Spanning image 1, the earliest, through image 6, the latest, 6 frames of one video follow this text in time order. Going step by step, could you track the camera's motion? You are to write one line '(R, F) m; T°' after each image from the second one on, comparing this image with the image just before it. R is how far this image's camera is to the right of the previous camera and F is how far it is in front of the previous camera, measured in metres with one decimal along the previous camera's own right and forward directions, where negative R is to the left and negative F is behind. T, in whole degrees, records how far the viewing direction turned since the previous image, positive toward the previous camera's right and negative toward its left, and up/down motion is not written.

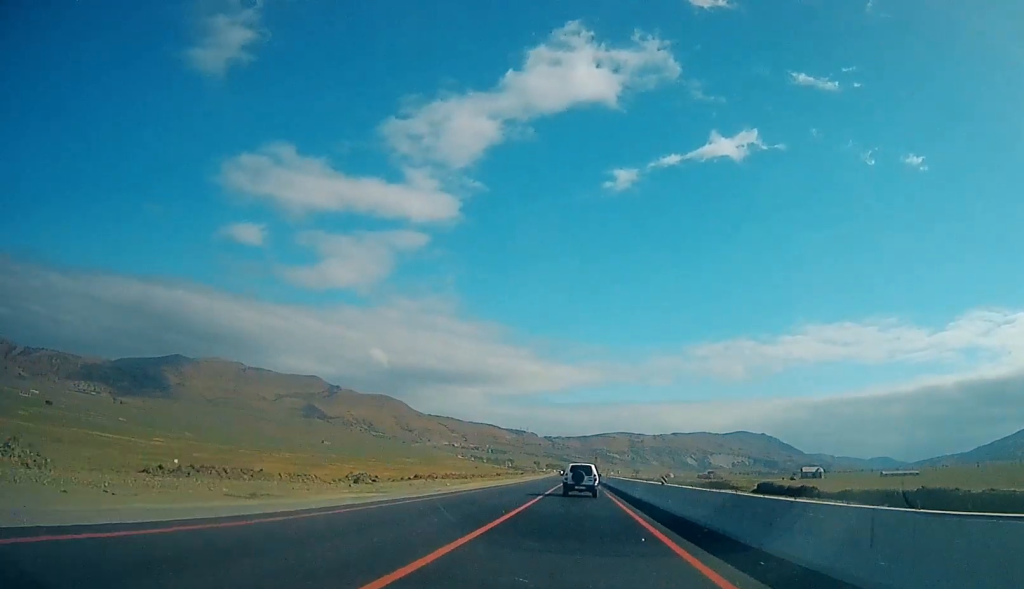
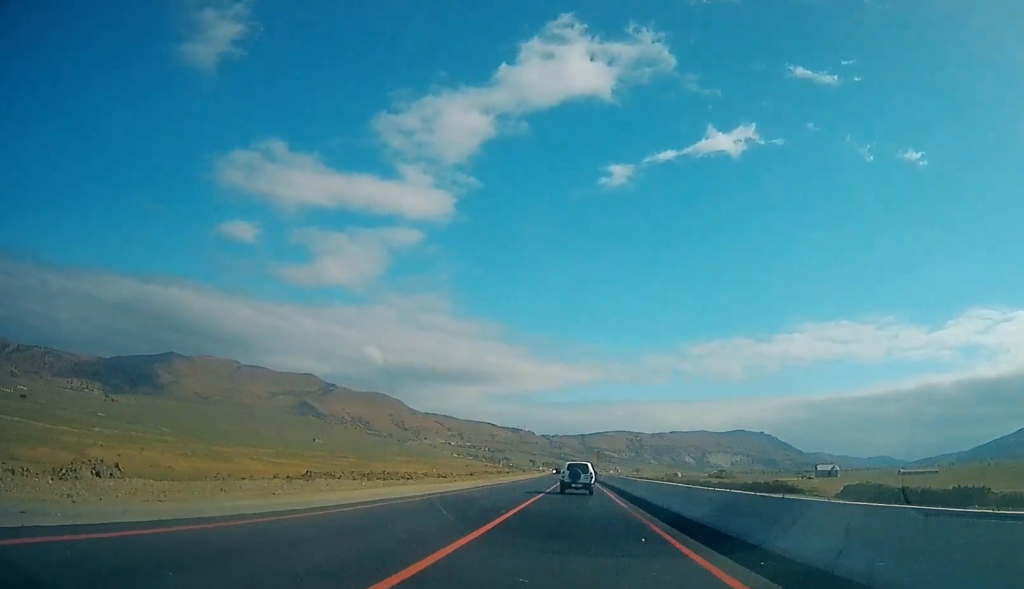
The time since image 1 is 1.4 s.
(-0.1, +27.1) m; 0°
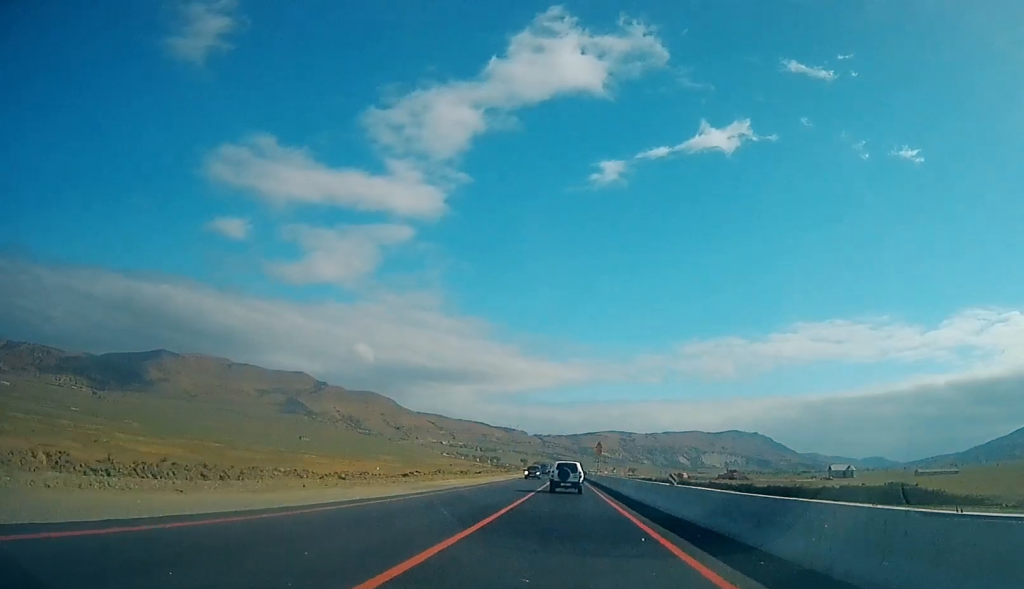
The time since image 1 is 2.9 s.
(0.0, +29.9) m; +1°
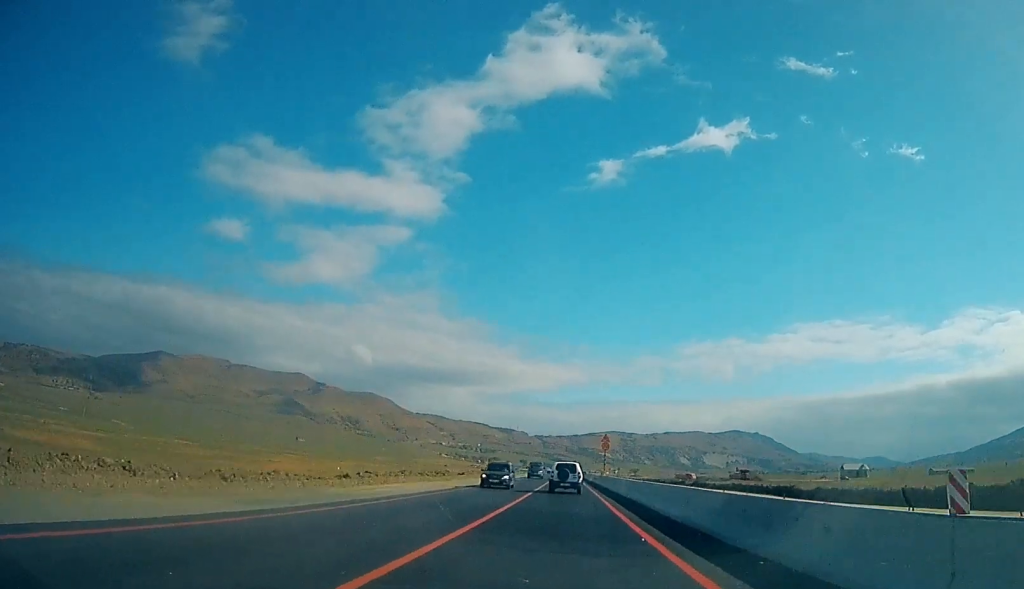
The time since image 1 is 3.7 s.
(+0.1, +15.0) m; 0°
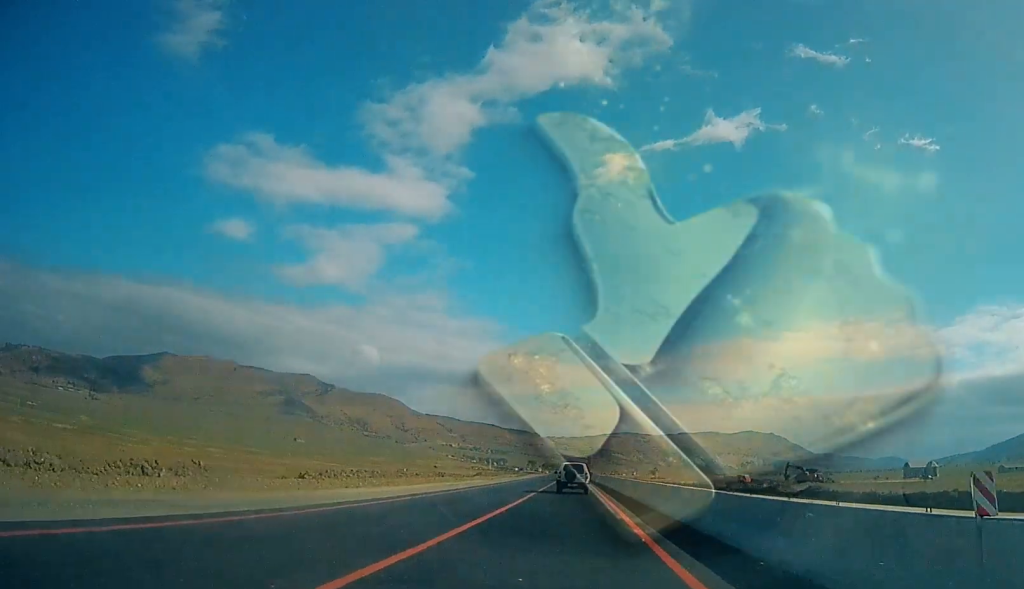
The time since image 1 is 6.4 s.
(+2.3, +52.9) m; +2°
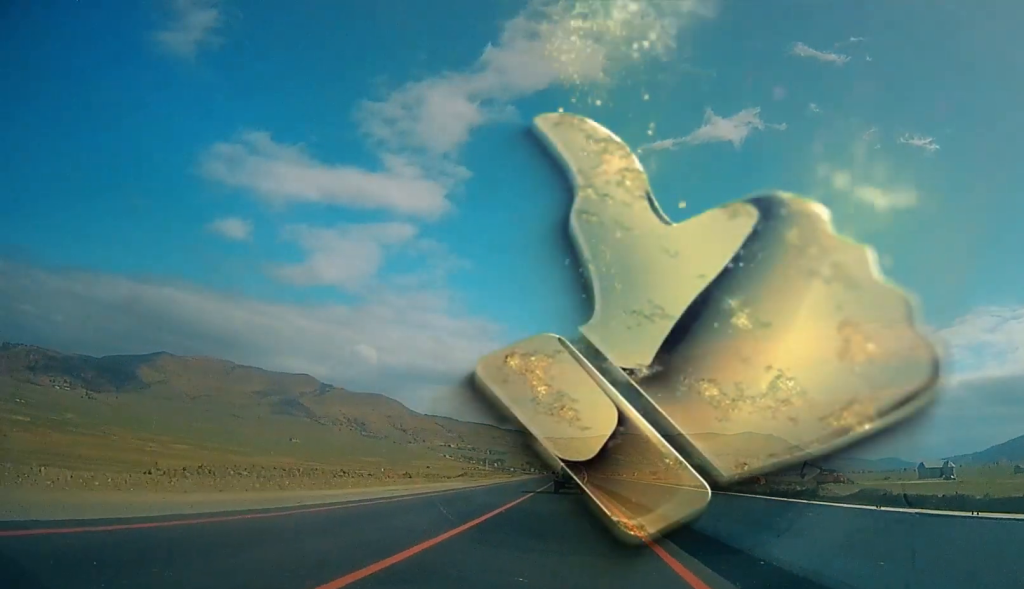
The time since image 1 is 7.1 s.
(-0.8, +13.0) m; -2°
